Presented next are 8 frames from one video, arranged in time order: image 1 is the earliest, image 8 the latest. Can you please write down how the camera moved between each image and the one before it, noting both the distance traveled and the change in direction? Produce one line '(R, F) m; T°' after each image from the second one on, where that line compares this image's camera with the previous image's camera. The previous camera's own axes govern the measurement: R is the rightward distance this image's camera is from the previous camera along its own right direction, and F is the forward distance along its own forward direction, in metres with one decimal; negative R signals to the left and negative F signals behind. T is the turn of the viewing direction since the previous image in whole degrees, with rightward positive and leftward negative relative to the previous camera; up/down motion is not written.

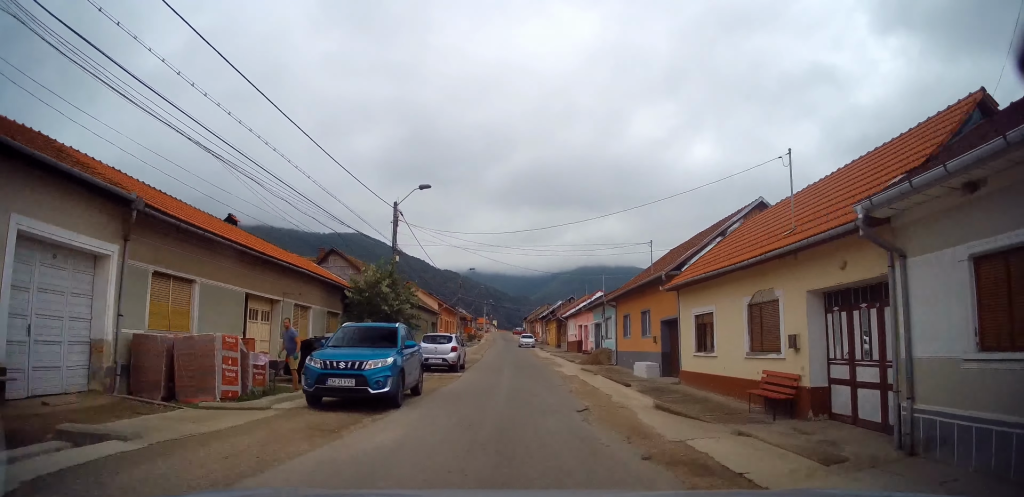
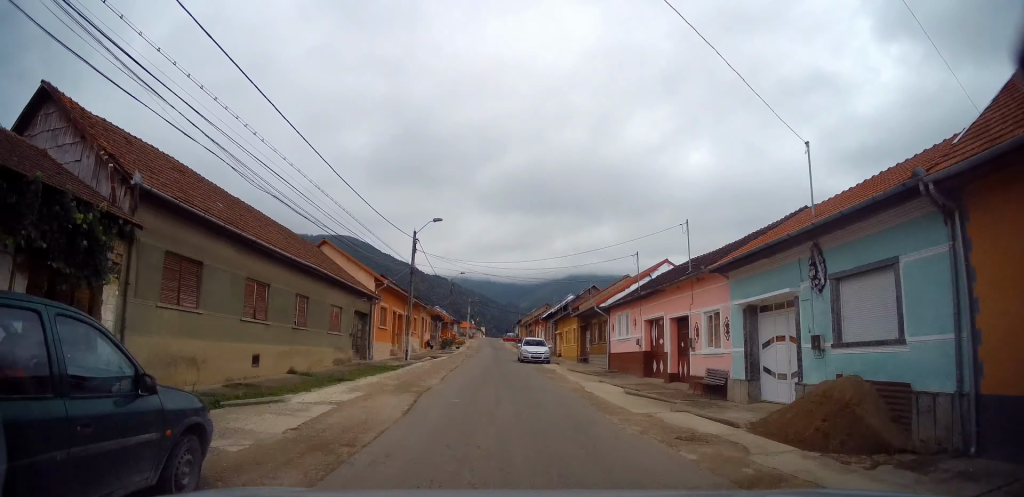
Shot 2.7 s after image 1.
(+0.2, +26.8) m; +1°
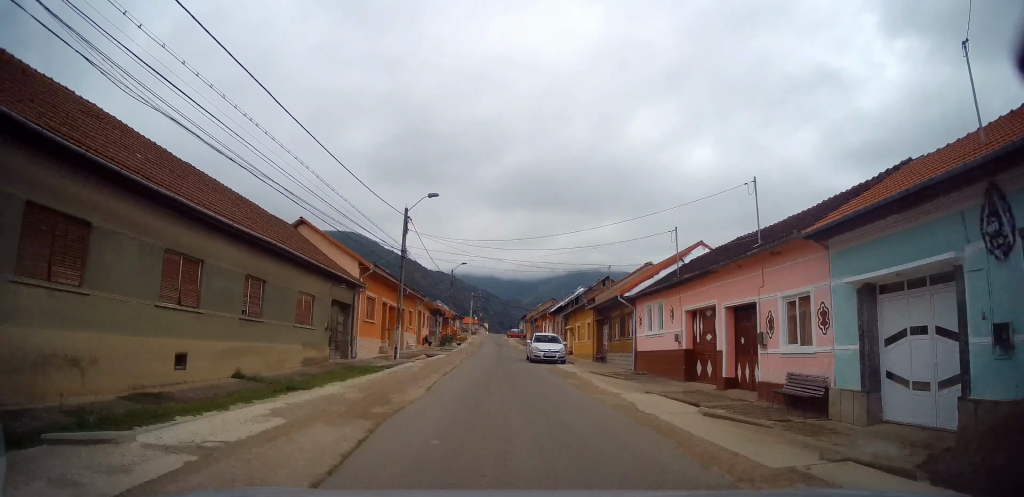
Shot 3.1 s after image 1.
(+0.1, +4.8) m; 0°
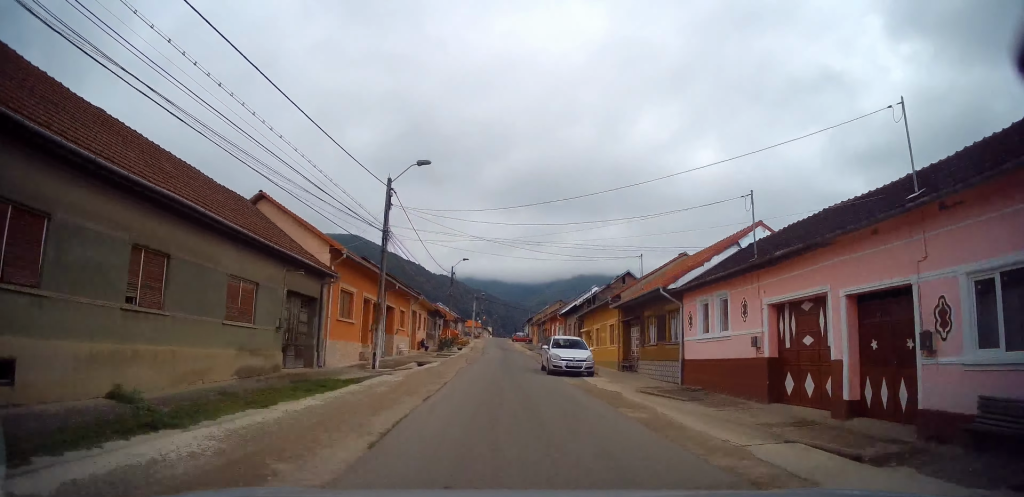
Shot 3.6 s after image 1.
(-0.3, +6.1) m; -1°
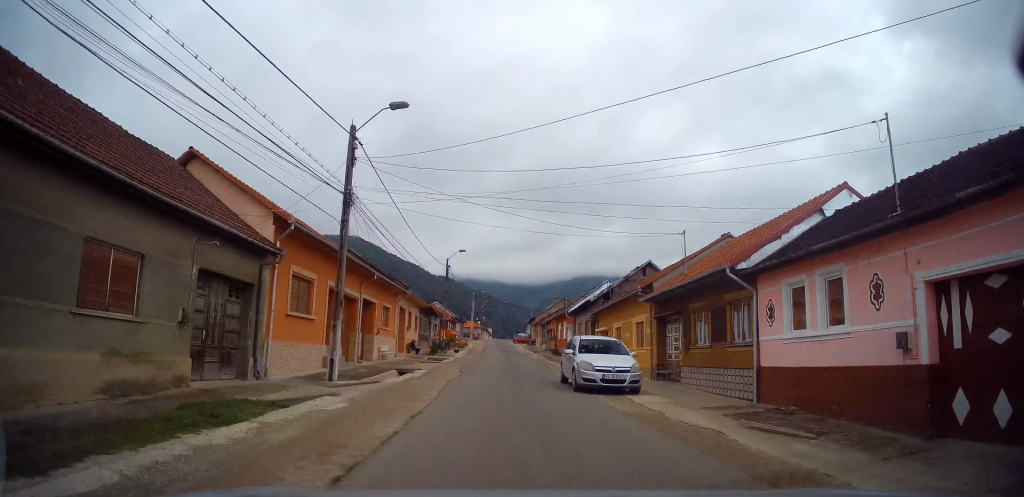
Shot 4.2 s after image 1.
(-0.1, +6.2) m; 0°
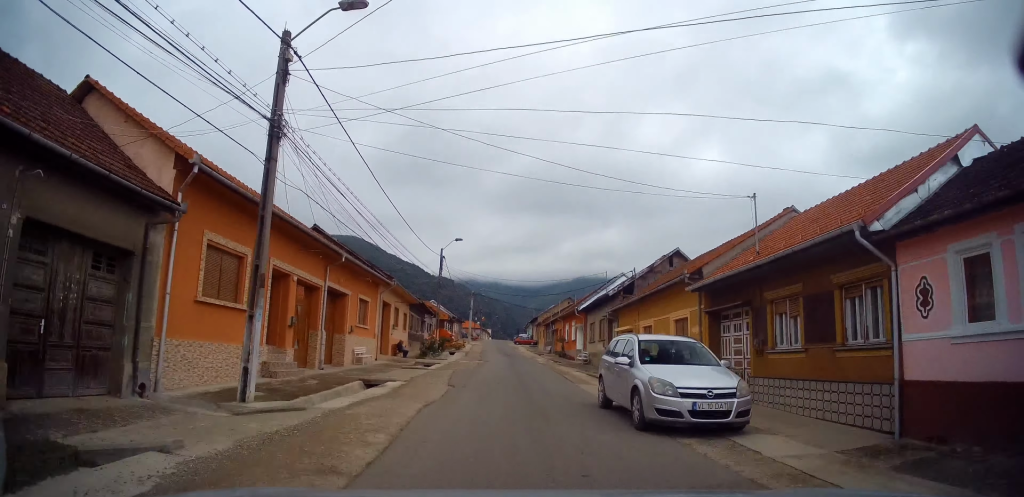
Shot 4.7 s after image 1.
(+0.1, +6.0) m; 0°
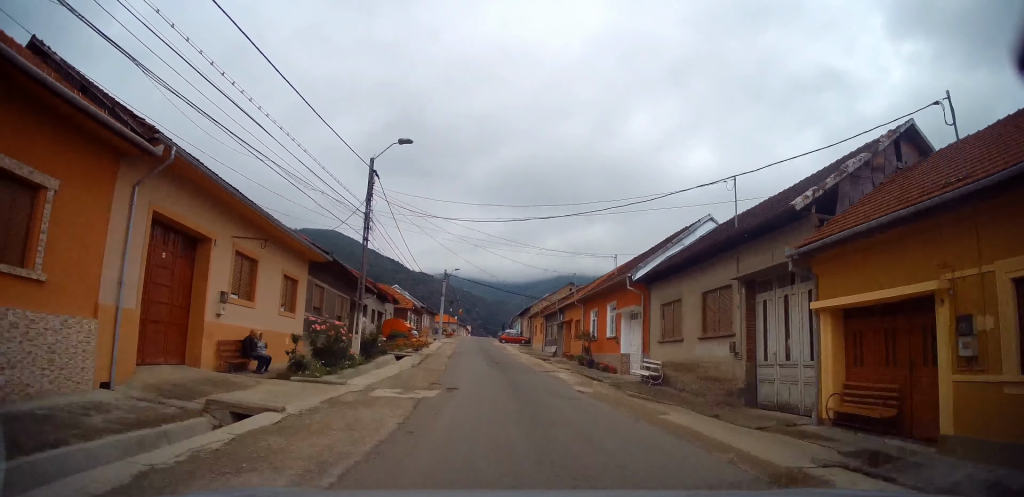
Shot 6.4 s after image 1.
(+0.3, +20.9) m; +1°
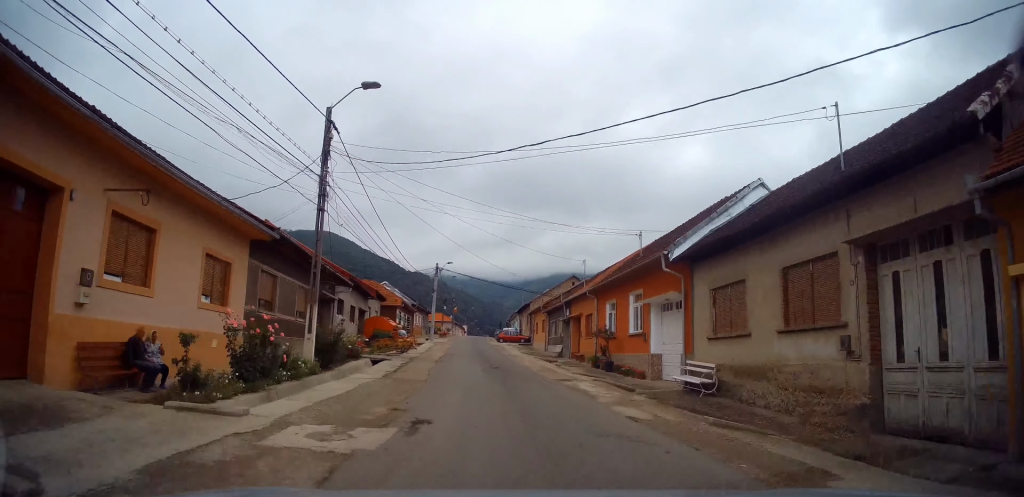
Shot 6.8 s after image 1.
(+0.1, +5.4) m; 0°
